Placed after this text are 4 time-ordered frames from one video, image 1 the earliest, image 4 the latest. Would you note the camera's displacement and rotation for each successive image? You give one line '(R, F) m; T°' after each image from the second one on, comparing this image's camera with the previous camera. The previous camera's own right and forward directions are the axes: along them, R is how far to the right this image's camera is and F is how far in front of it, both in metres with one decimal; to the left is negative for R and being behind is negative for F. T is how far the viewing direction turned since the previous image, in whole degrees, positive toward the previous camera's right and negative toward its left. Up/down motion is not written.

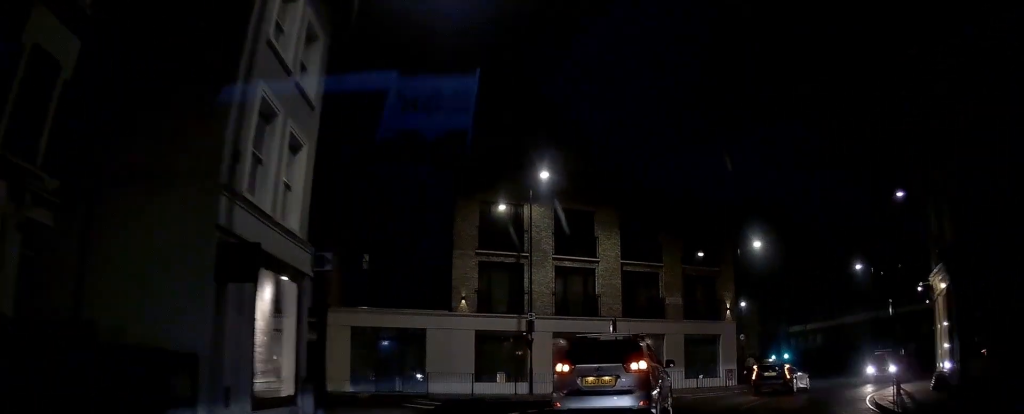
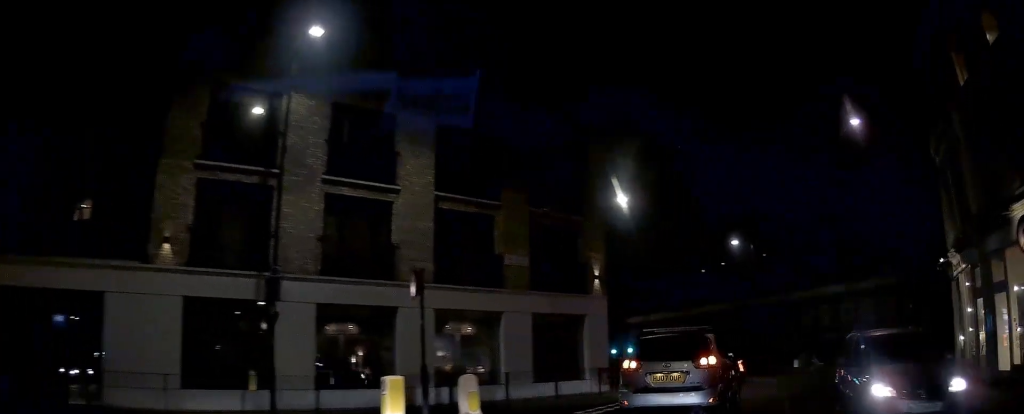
(+0.6, +12.7) m; +18°
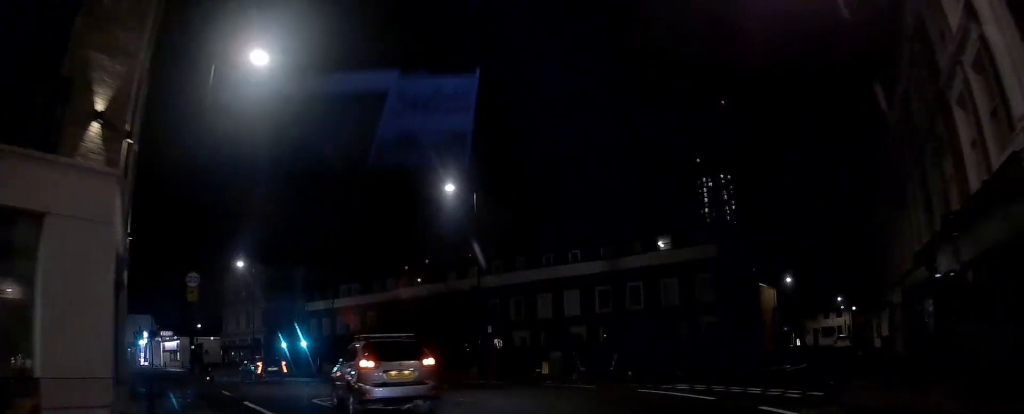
(+5.3, +14.6) m; +25°
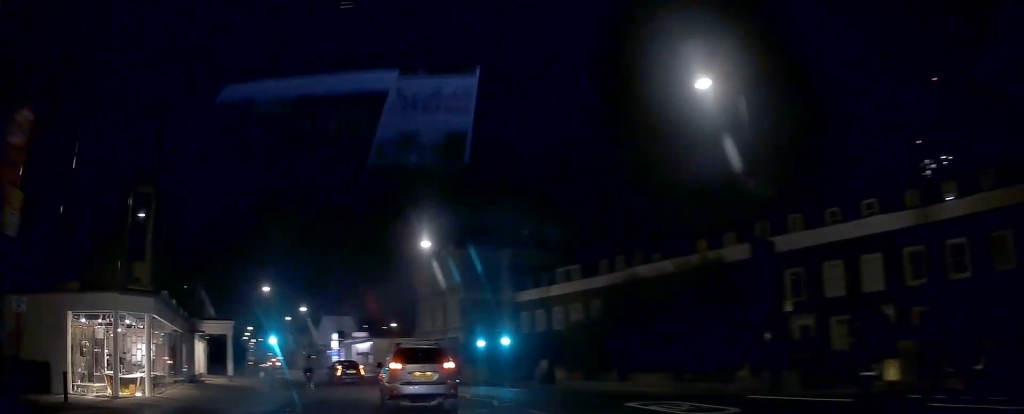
(-1.6, +11.4) m; -17°
